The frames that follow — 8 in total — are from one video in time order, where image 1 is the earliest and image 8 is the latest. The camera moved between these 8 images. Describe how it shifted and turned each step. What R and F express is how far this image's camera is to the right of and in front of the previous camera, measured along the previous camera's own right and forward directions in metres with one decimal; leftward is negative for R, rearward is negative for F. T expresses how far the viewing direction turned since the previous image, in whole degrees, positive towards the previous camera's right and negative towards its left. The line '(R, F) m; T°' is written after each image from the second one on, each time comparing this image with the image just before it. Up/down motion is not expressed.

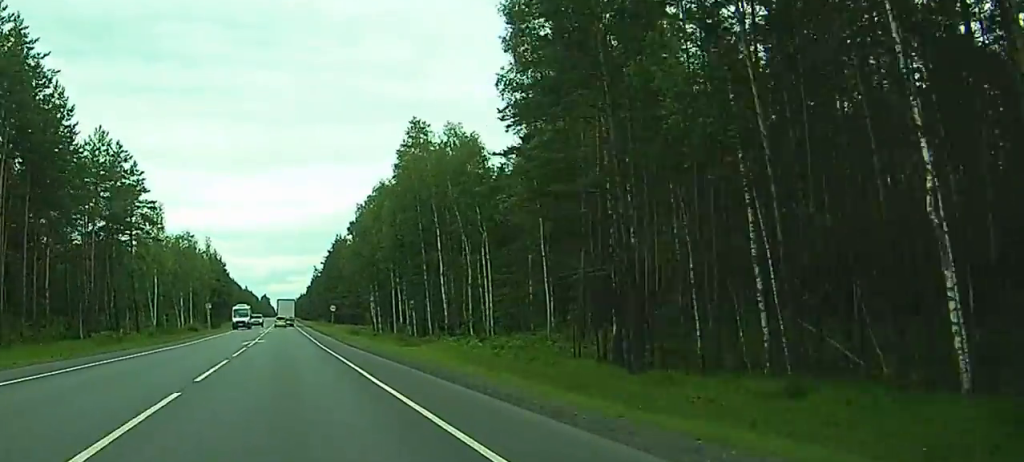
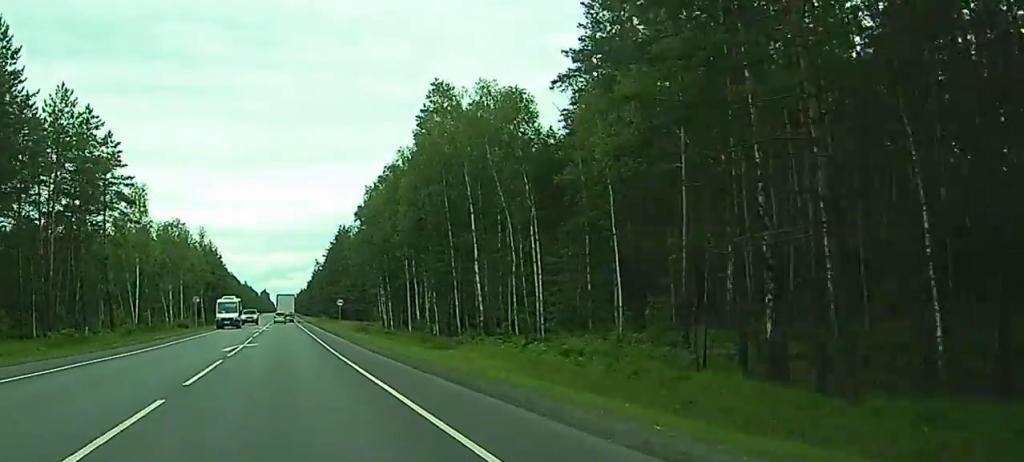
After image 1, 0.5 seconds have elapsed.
(-0.2, +13.0) m; 0°
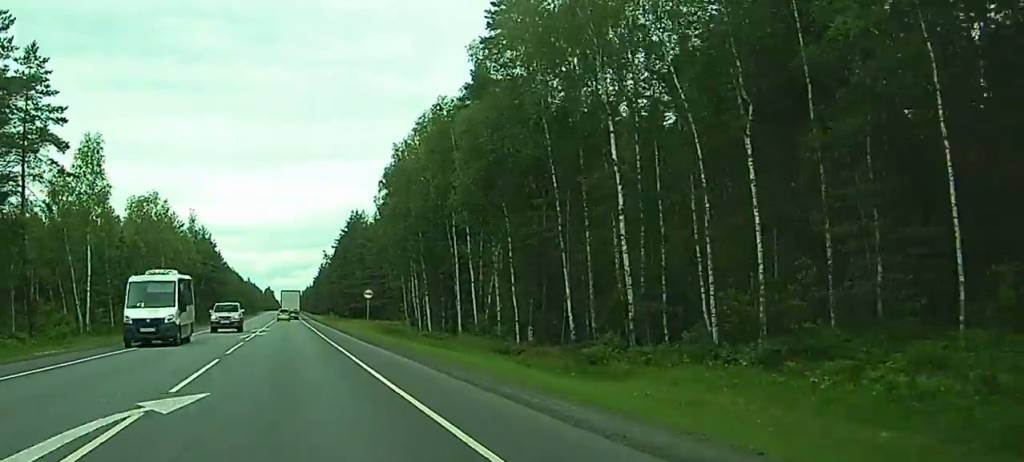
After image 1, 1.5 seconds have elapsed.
(+0.1, +26.6) m; +1°
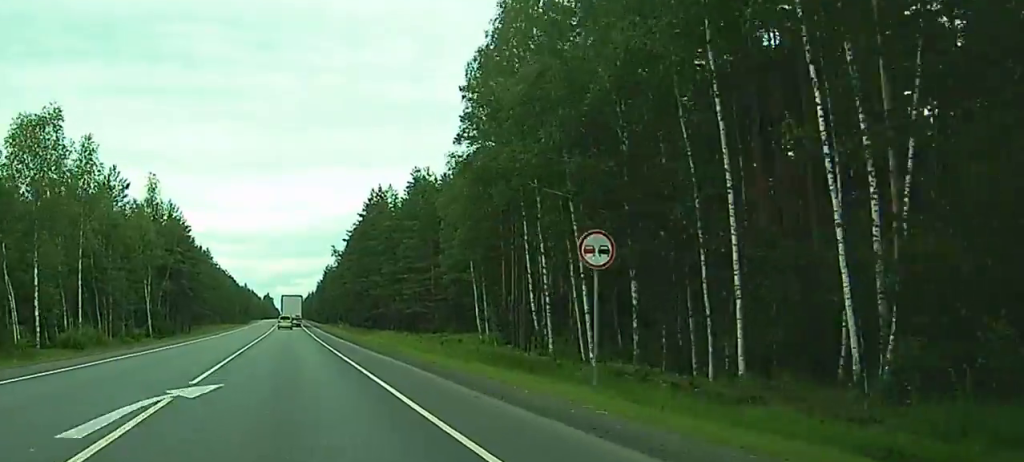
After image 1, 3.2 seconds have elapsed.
(+0.3, +49.7) m; 0°
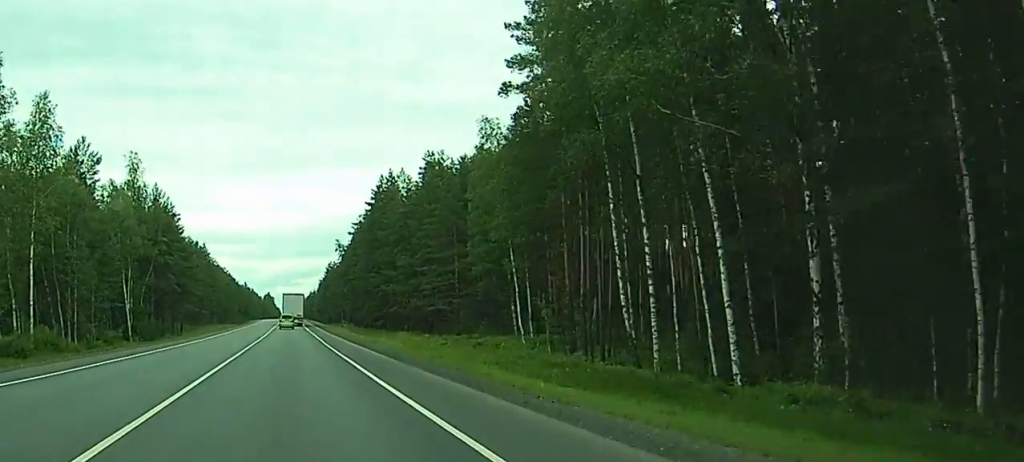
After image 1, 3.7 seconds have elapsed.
(0.0, +14.1) m; 0°
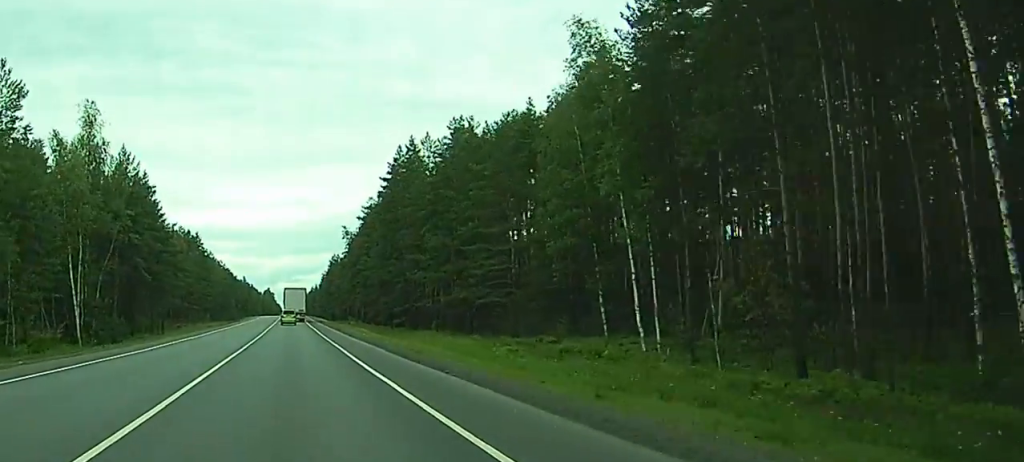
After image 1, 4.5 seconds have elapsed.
(0.0, +22.1) m; 0°
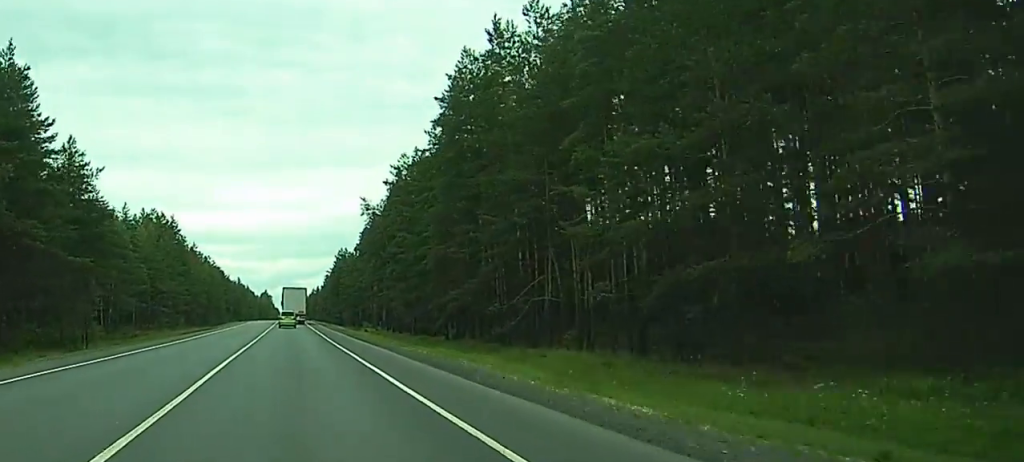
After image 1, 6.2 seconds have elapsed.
(0.0, +45.1) m; 0°
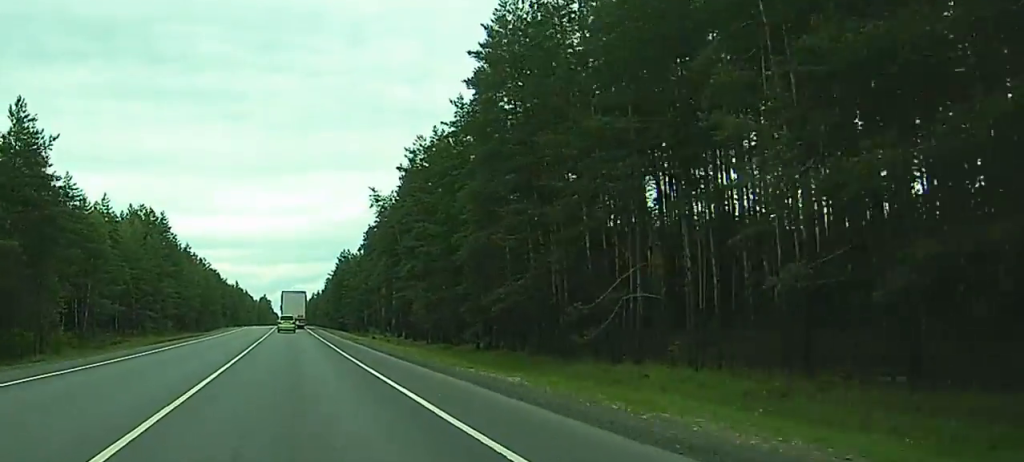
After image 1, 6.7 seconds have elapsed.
(-0.1, +13.8) m; 0°
